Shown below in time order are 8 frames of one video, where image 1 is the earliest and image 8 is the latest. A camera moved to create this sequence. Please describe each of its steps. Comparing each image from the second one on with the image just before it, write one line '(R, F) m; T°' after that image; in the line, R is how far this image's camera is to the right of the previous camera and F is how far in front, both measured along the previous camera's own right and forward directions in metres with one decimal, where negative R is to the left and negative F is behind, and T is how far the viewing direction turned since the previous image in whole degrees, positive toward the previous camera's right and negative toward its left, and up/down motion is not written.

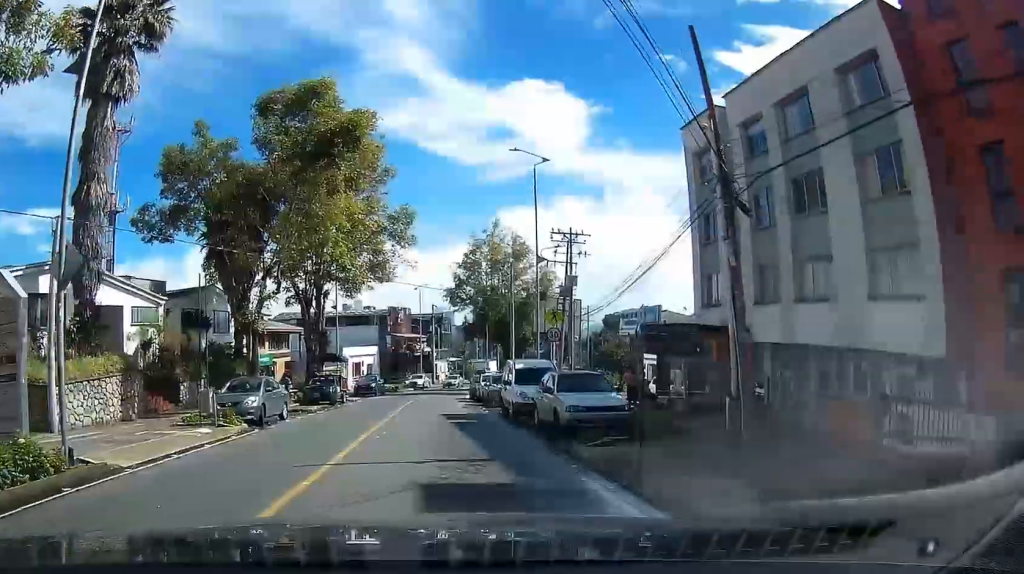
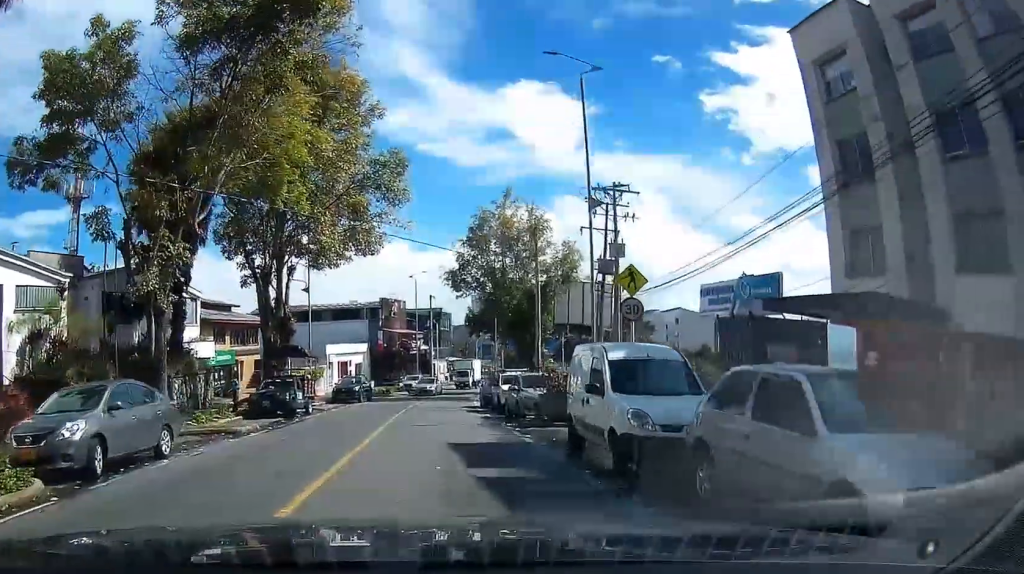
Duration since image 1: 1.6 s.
(+0.6, +8.5) m; -1°
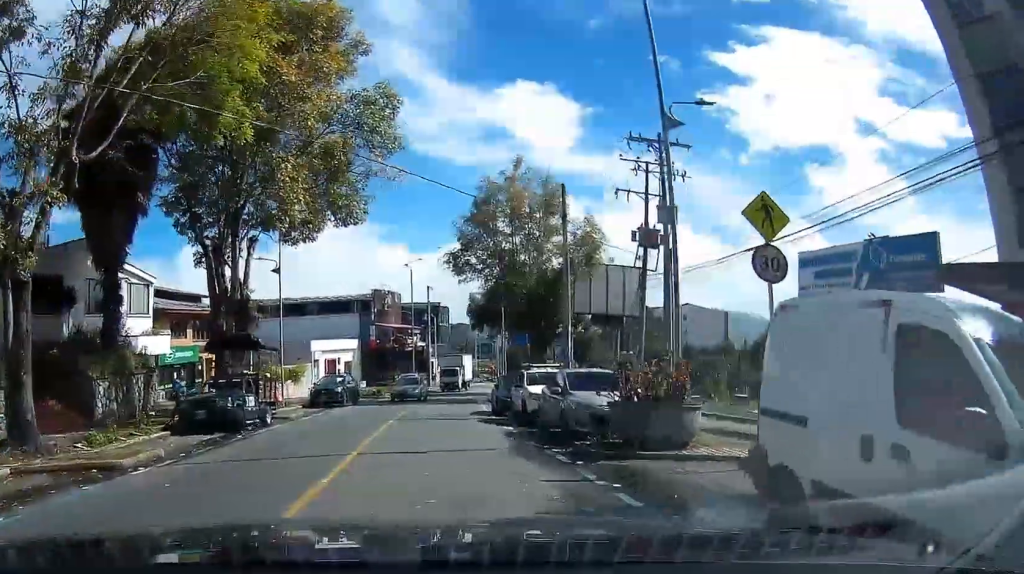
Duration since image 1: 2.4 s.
(-0.5, +6.3) m; -2°
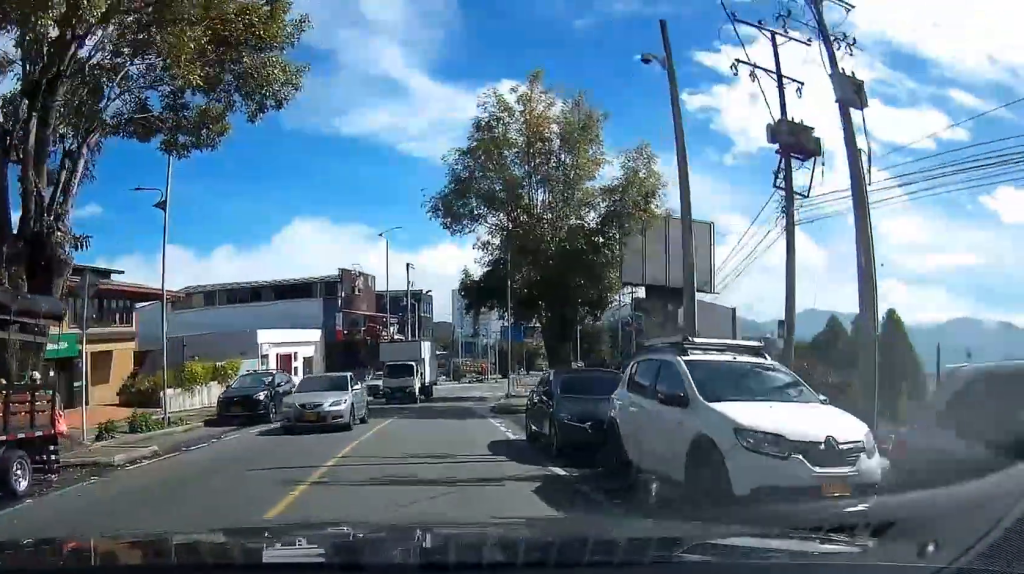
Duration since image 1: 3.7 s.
(+0.3, +11.8) m; +2°
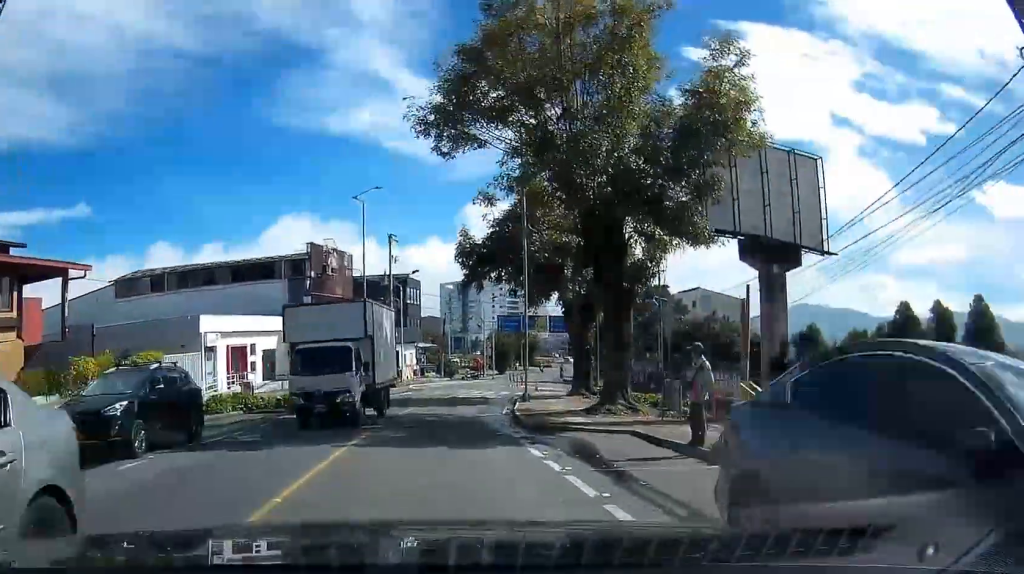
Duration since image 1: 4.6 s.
(-0.1, +9.3) m; +1°
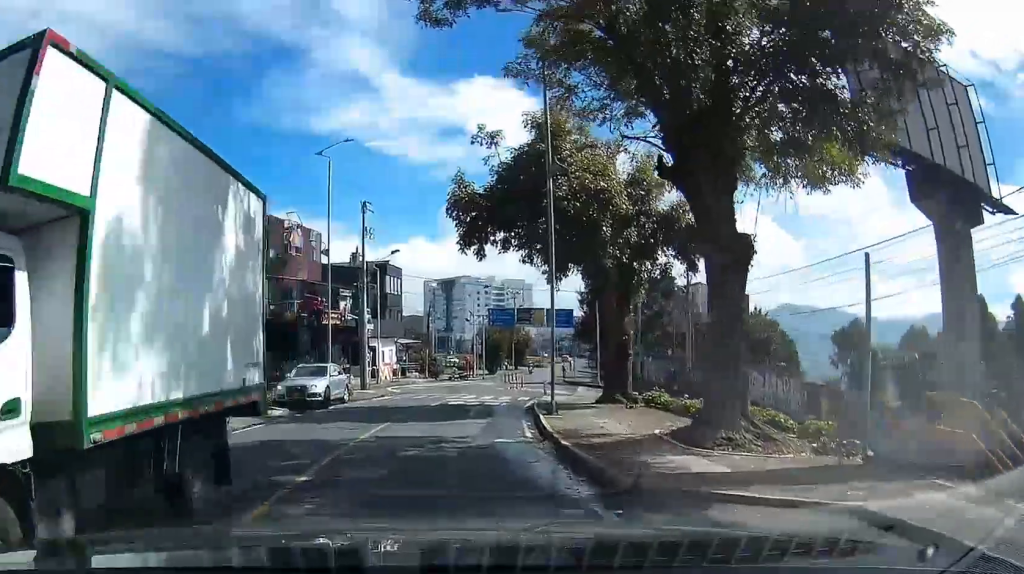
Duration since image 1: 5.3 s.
(+0.2, +8.2) m; +1°
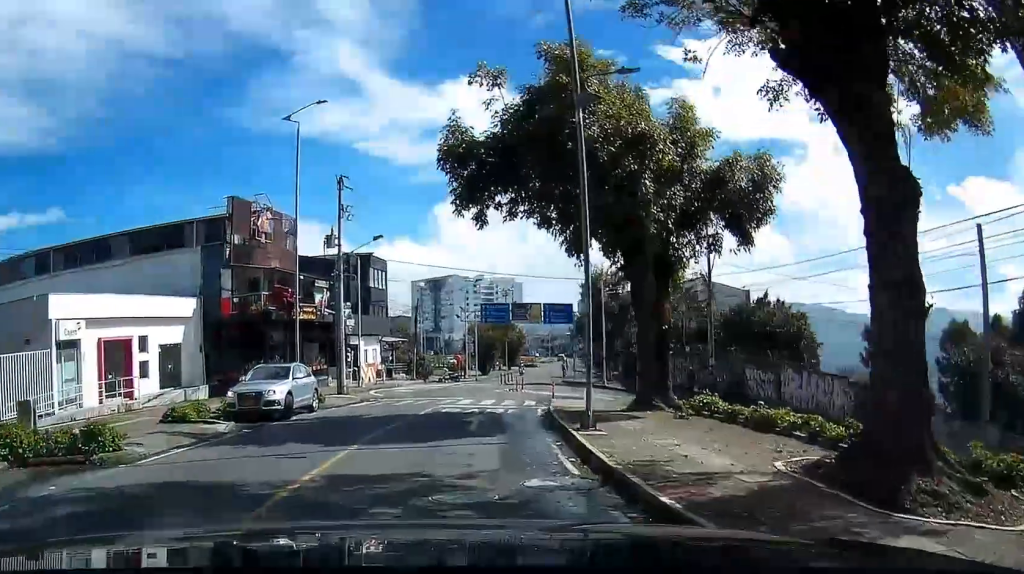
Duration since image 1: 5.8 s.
(+0.1, +5.2) m; +1°
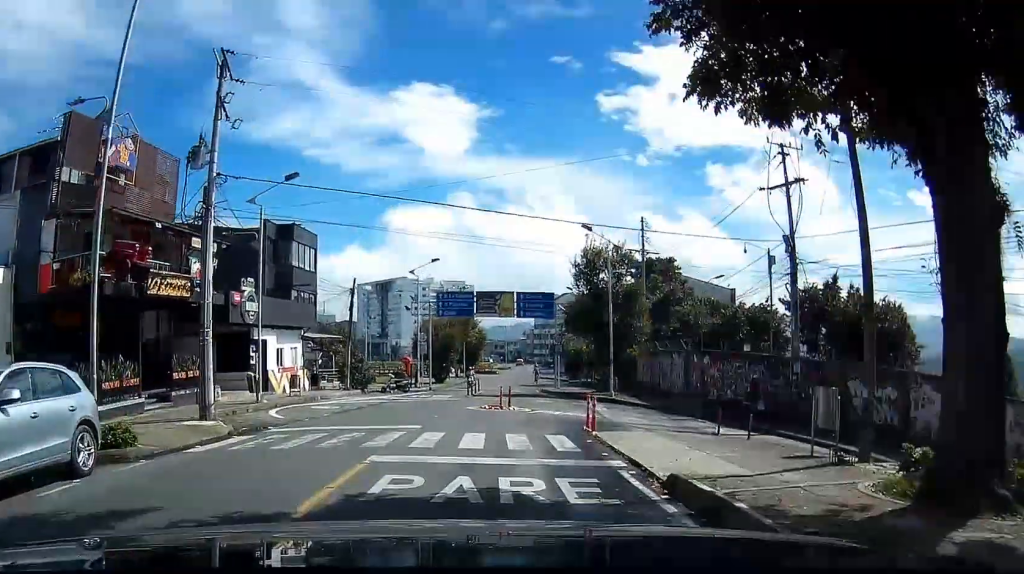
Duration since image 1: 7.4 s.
(+0.2, +14.6) m; +5°
